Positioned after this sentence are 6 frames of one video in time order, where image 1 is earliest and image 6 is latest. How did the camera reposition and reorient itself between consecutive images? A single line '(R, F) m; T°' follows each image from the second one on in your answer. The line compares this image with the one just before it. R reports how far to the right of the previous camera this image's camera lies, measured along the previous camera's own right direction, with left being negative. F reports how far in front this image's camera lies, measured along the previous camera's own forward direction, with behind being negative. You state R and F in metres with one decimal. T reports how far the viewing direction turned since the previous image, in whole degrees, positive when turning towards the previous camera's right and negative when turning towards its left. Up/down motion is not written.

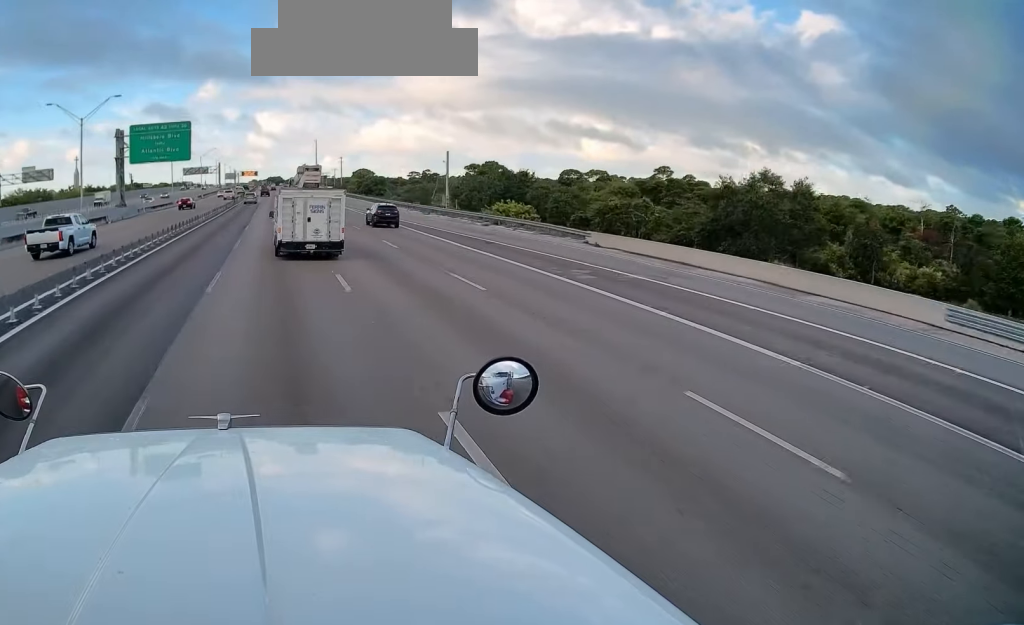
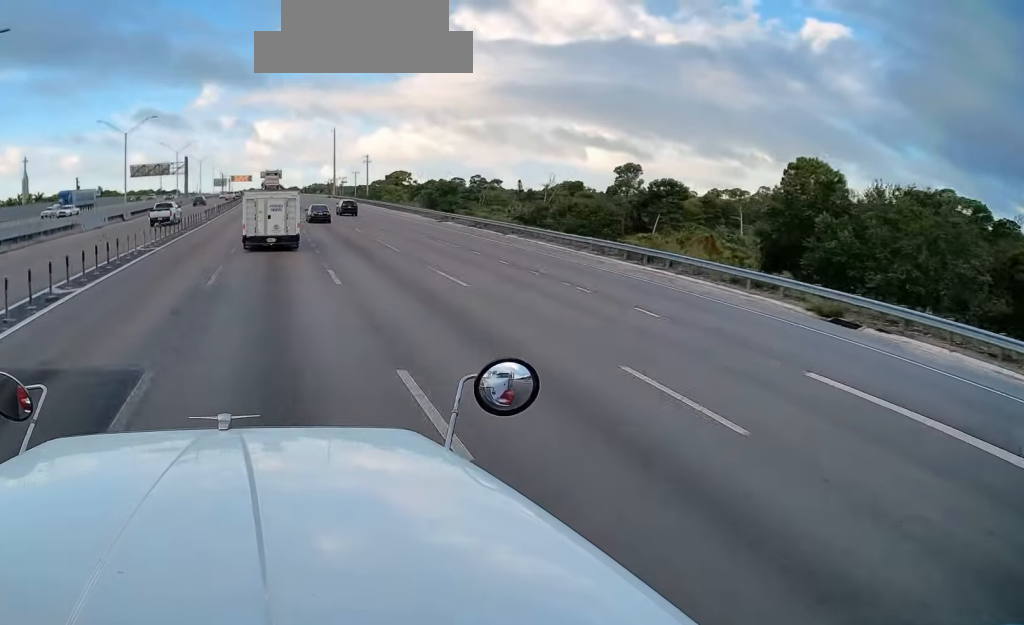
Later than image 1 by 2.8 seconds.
(-0.5, +84.3) m; 0°
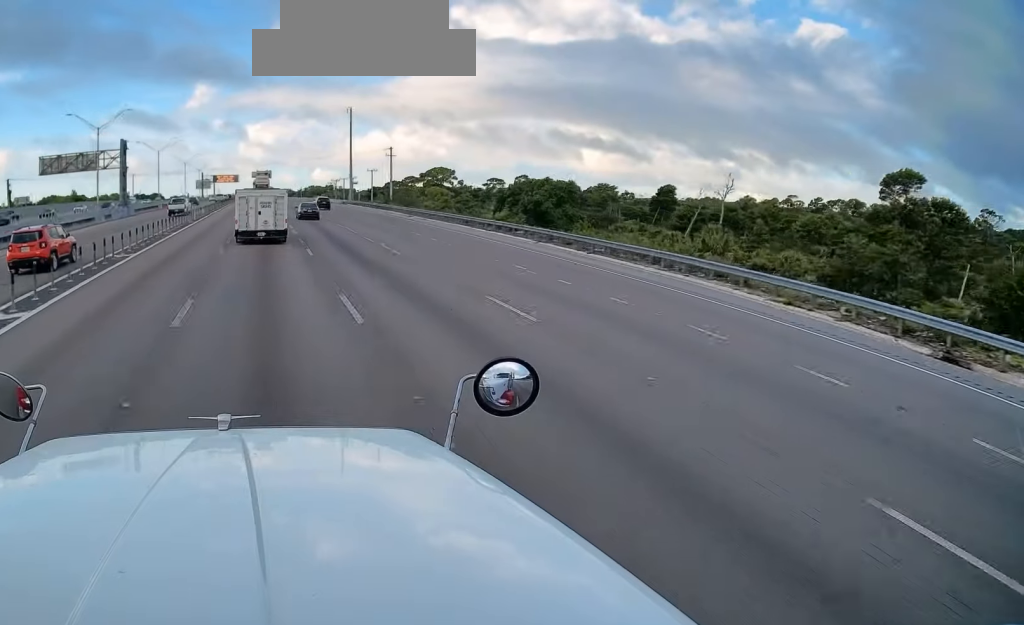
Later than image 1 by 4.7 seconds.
(+0.1, +59.3) m; 0°
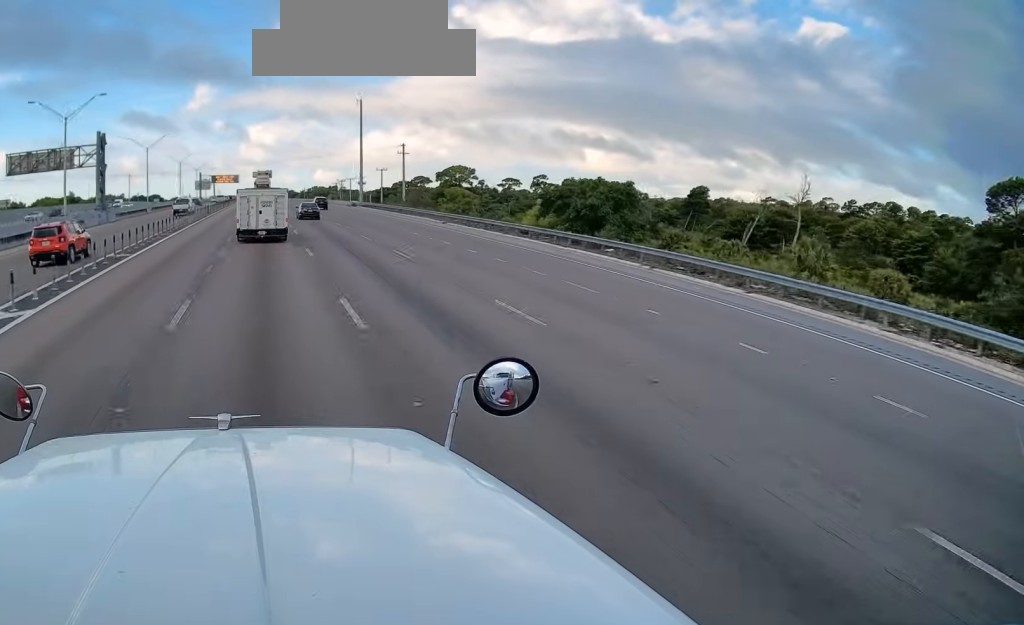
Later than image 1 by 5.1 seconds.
(0.0, +14.3) m; 0°
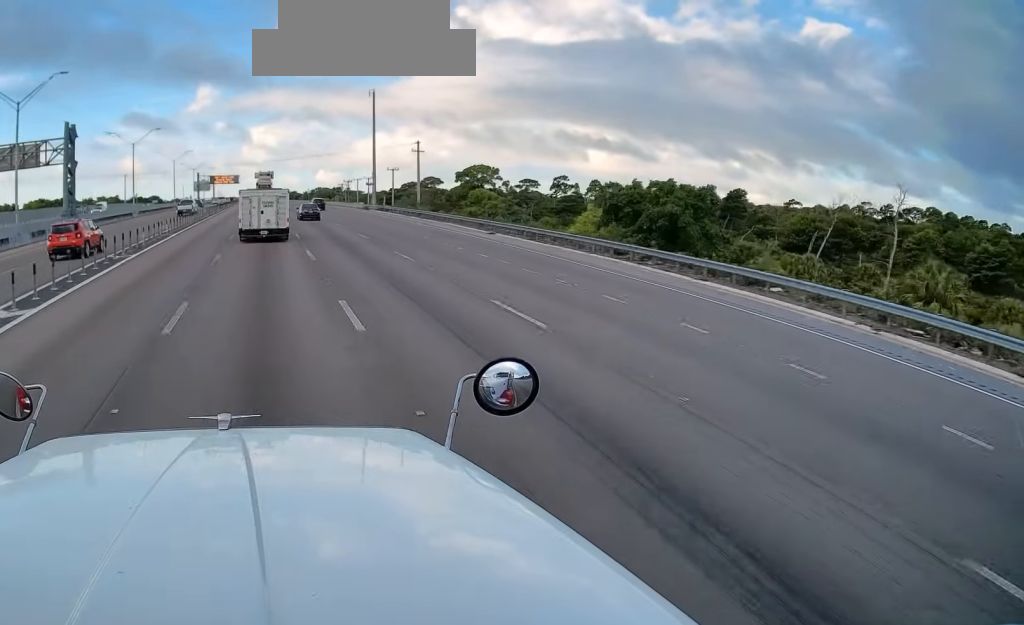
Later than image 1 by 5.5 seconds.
(-0.1, +15.1) m; 0°
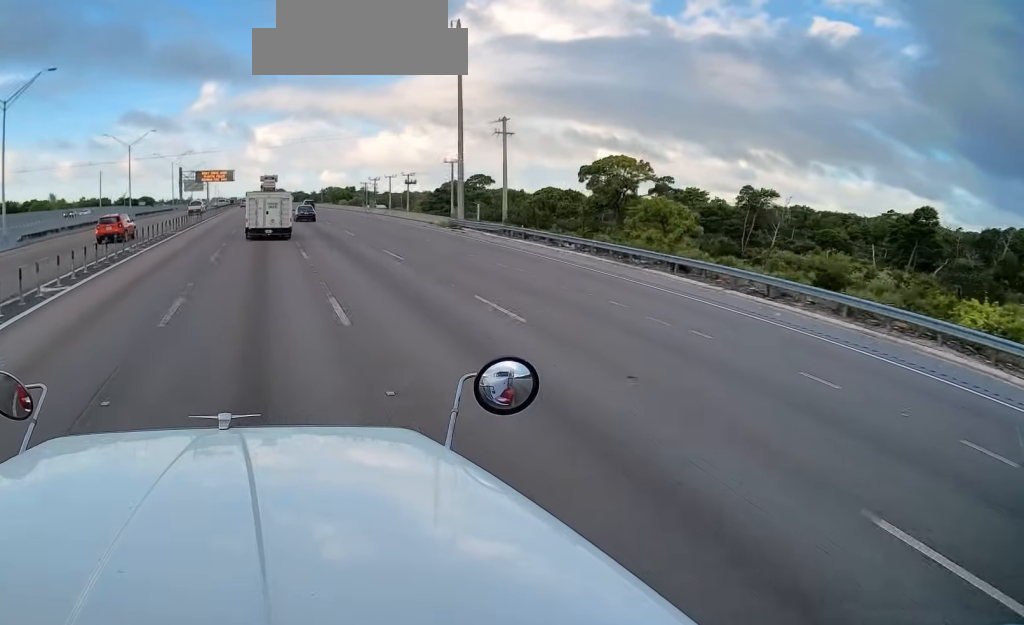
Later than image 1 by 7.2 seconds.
(-0.3, +55.7) m; 0°
